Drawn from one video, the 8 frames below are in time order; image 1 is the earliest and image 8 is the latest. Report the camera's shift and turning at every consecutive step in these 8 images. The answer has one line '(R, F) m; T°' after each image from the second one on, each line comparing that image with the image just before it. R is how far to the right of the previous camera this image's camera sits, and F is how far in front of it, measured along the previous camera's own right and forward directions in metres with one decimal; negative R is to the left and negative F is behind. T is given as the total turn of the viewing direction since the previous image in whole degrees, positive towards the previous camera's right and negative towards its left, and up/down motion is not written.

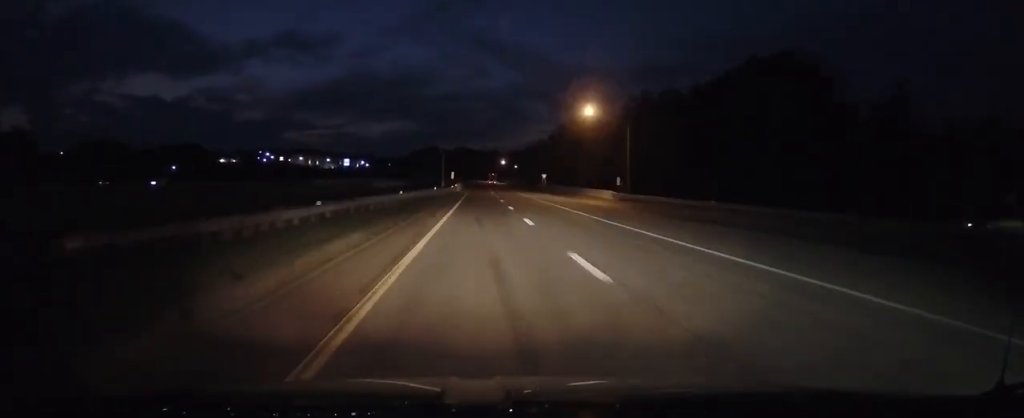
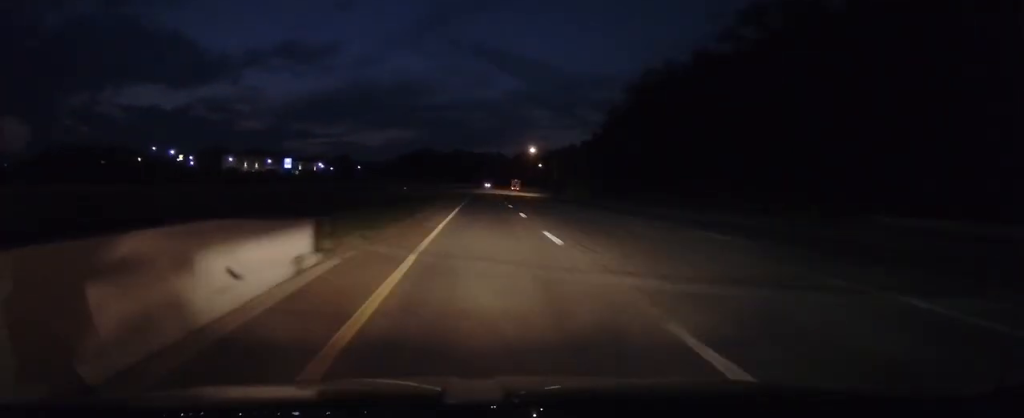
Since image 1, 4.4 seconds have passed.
(+0.3, +138.8) m; +2°
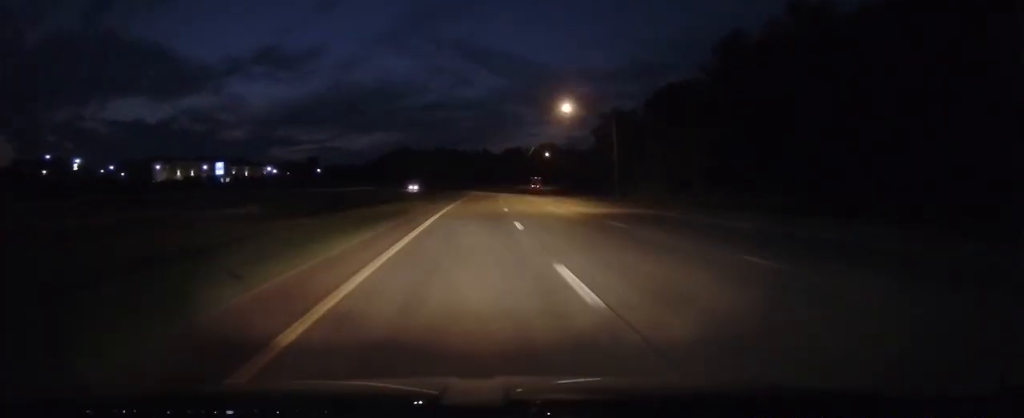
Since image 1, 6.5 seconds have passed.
(+0.3, +67.1) m; +2°
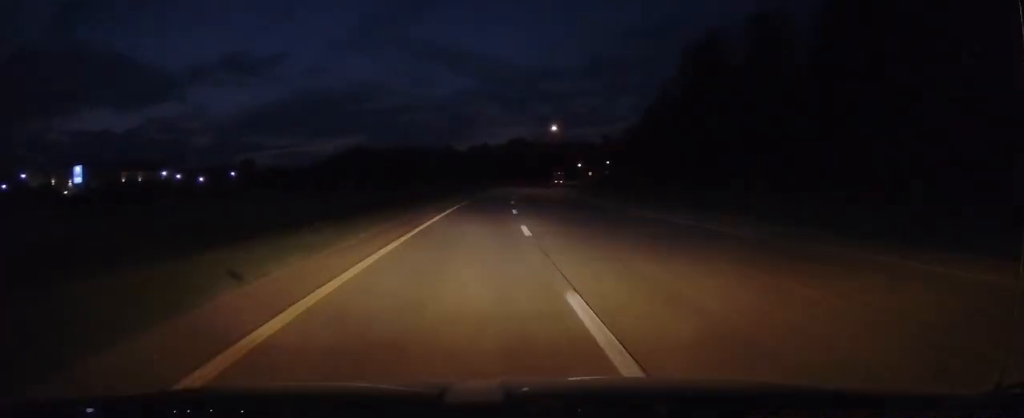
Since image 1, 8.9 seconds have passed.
(+1.3, +75.3) m; +5°
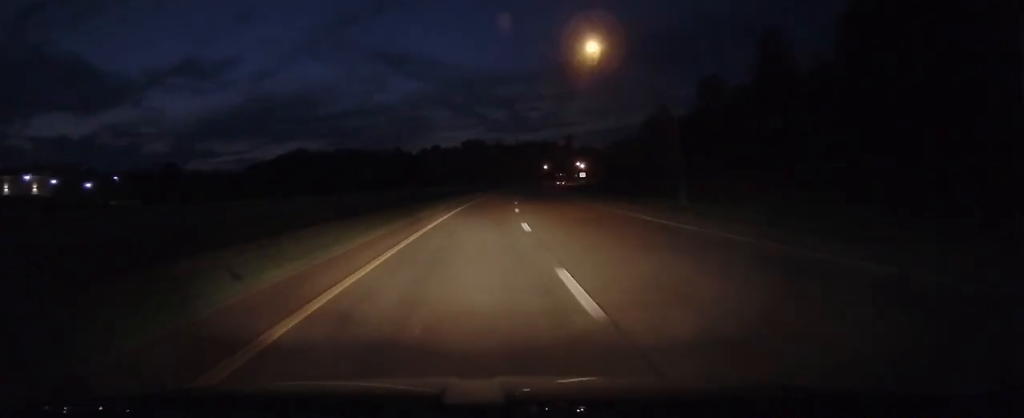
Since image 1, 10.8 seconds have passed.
(+1.7, +58.5) m; +4°
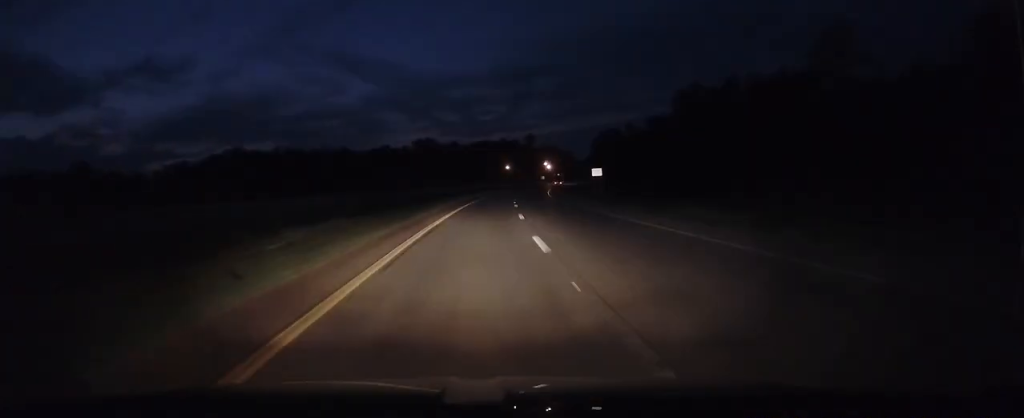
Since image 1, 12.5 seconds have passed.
(+3.3, +54.4) m; +5°
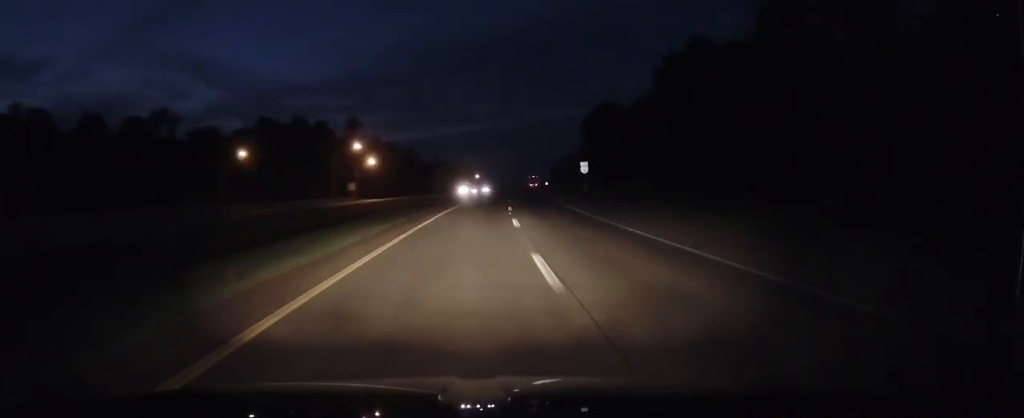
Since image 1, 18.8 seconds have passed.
(+27.4, +196.4) m; +14°
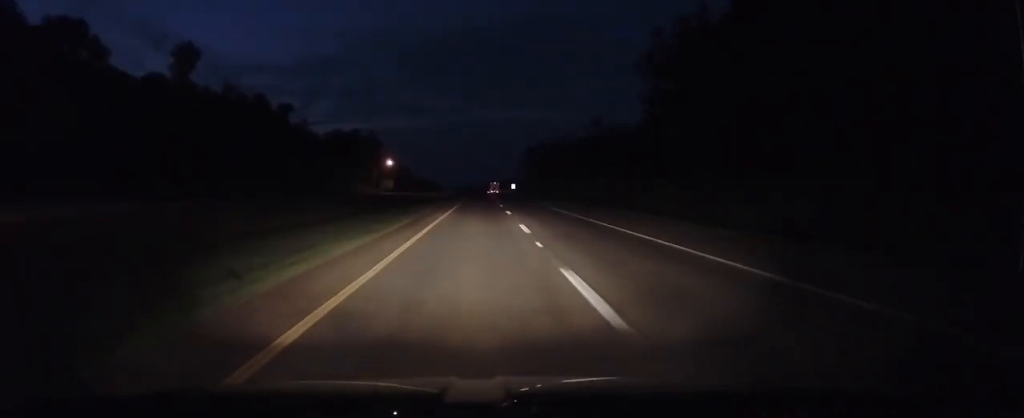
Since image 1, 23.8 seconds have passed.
(+9.3, +158.8) m; +4°
